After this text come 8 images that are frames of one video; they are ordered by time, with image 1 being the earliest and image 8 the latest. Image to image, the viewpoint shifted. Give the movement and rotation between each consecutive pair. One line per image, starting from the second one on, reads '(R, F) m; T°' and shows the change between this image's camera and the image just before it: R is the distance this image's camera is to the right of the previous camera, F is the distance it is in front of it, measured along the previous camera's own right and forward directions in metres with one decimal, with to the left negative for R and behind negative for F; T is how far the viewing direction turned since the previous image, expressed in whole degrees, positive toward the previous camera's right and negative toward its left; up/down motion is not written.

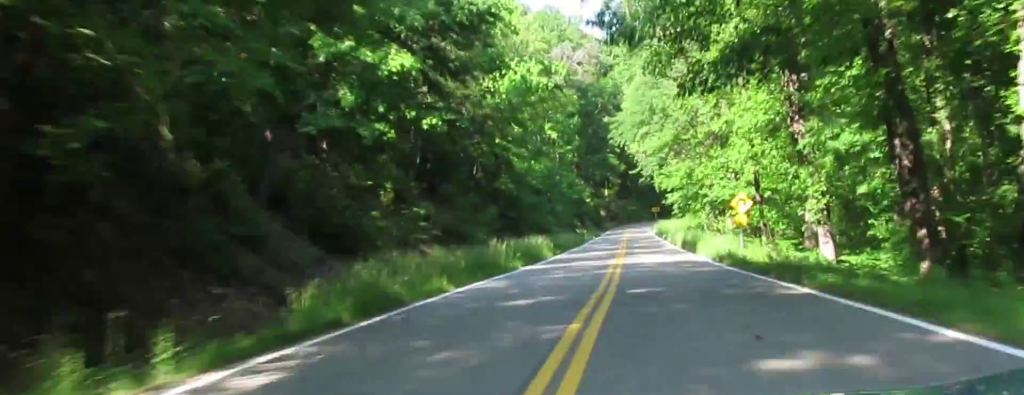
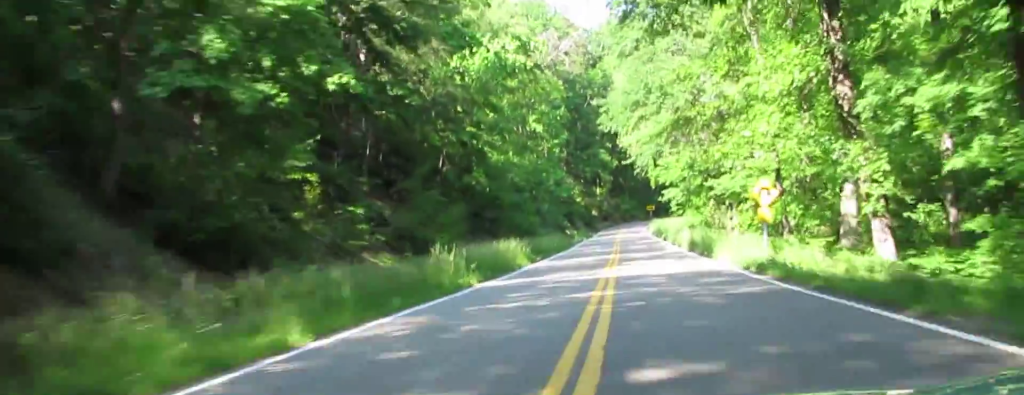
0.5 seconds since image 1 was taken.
(+0.1, +7.8) m; 0°
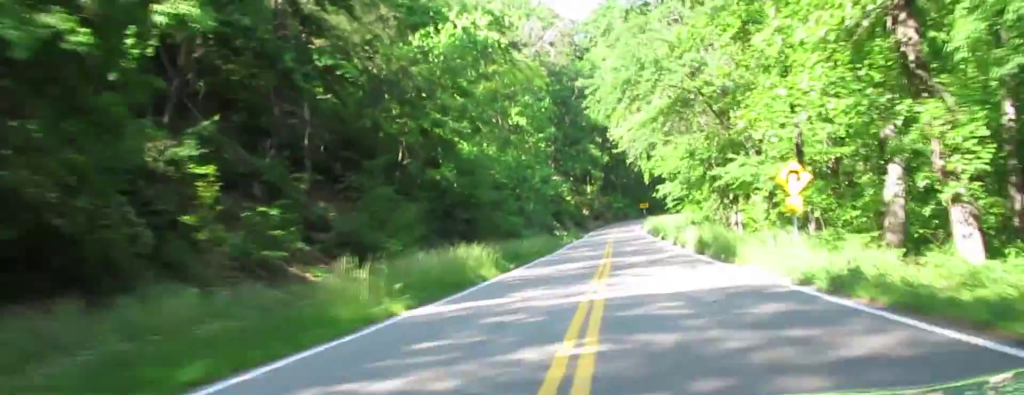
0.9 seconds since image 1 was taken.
(0.0, +6.6) m; 0°
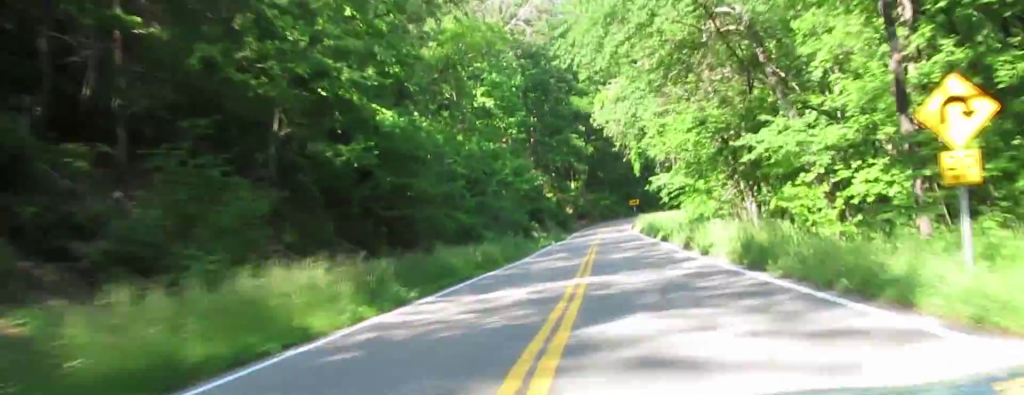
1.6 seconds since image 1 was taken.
(-0.1, +11.4) m; -1°
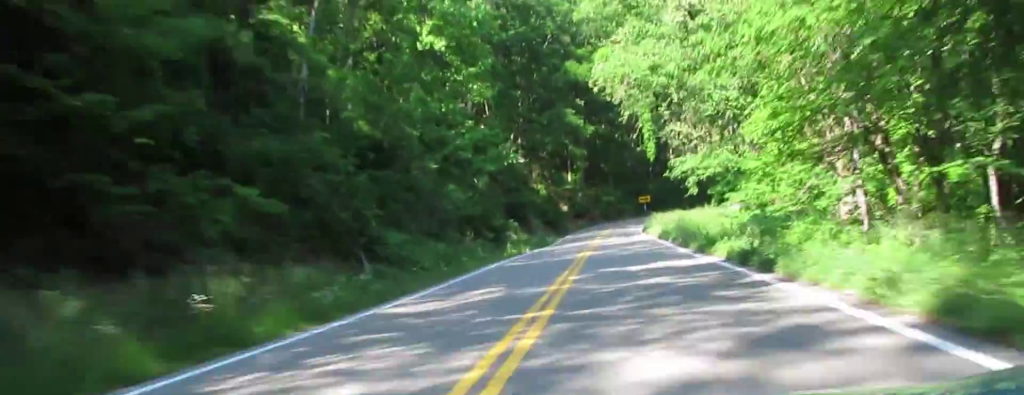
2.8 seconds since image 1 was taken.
(-0.1, +21.5) m; +2°
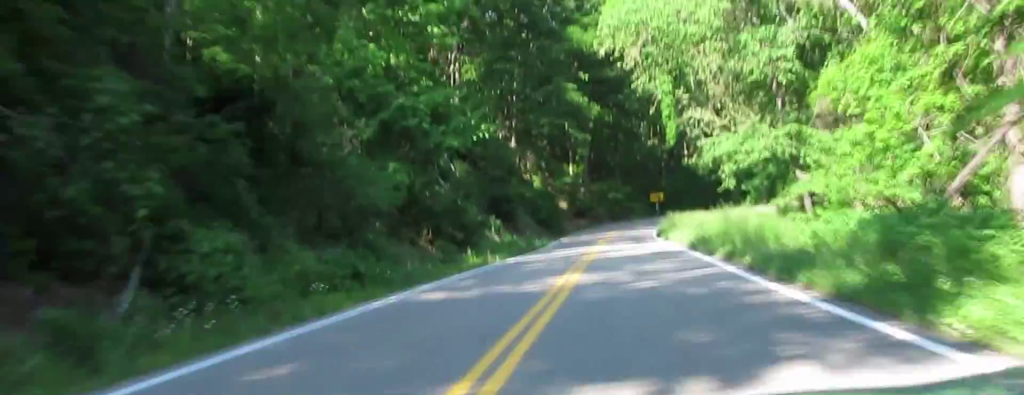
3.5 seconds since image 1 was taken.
(+0.8, +14.5) m; 0°
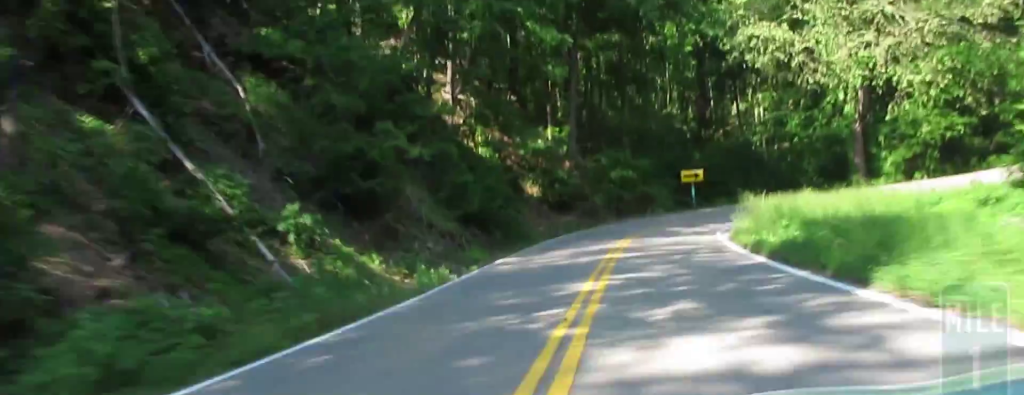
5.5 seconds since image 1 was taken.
(-1.2, +33.4) m; -2°
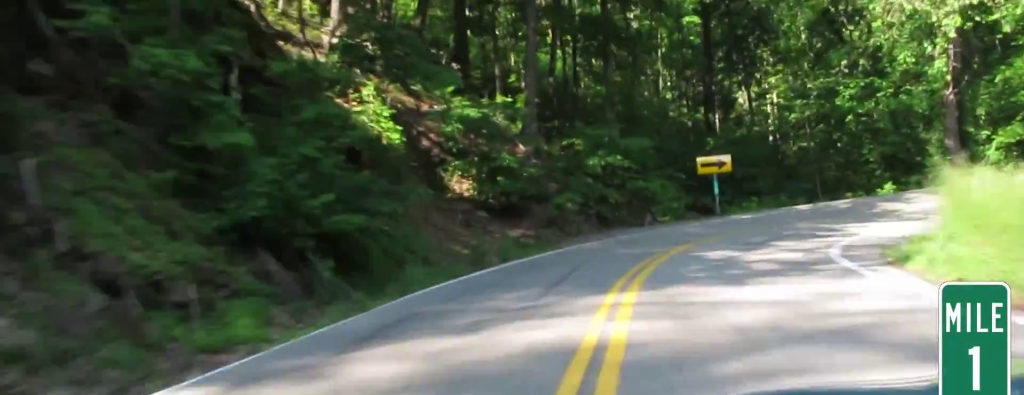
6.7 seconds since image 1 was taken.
(+0.1, +17.0) m; +1°
